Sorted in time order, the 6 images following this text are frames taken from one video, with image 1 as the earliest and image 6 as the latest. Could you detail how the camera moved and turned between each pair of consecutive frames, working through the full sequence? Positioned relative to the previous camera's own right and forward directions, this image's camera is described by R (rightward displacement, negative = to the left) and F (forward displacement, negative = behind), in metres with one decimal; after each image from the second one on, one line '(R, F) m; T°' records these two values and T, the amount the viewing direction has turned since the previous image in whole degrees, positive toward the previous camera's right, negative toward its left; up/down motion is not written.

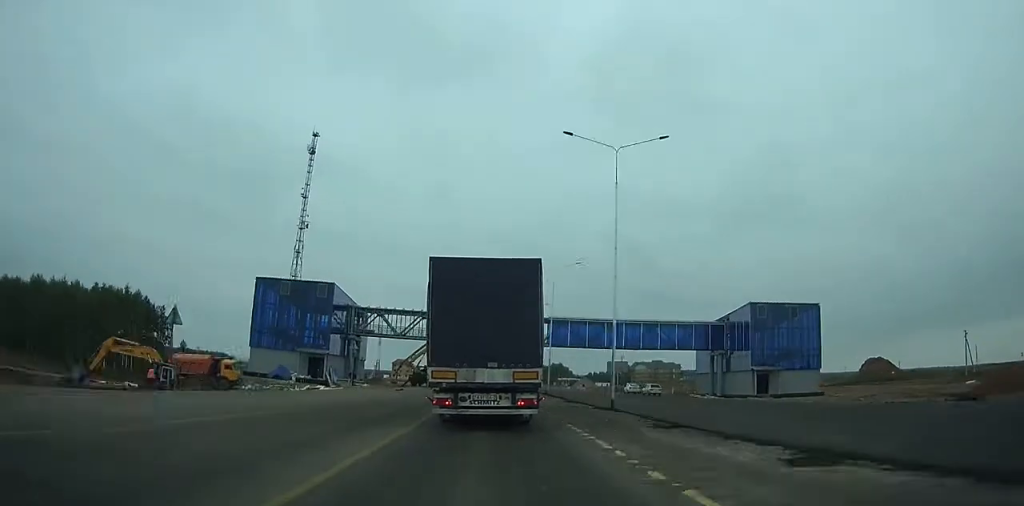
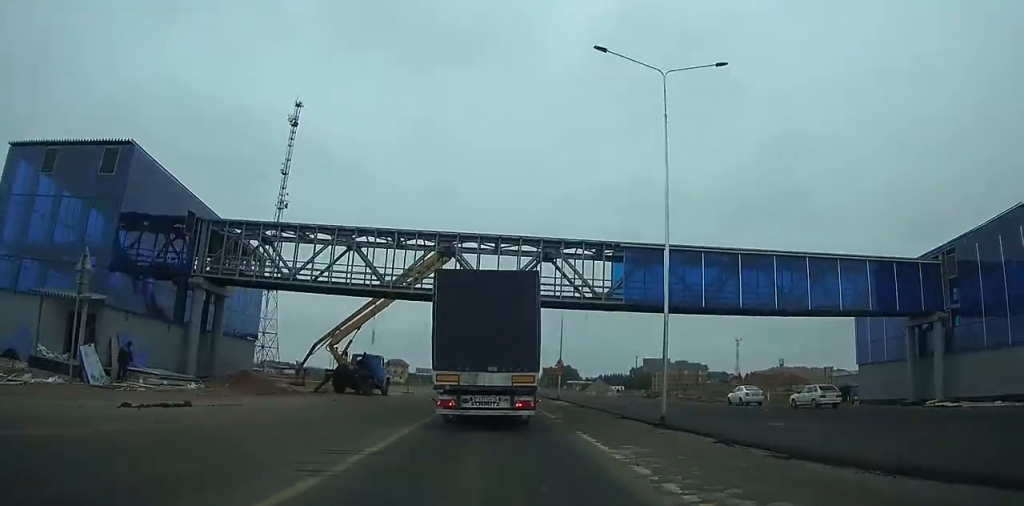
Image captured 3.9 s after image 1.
(0.0, +37.1) m; 0°
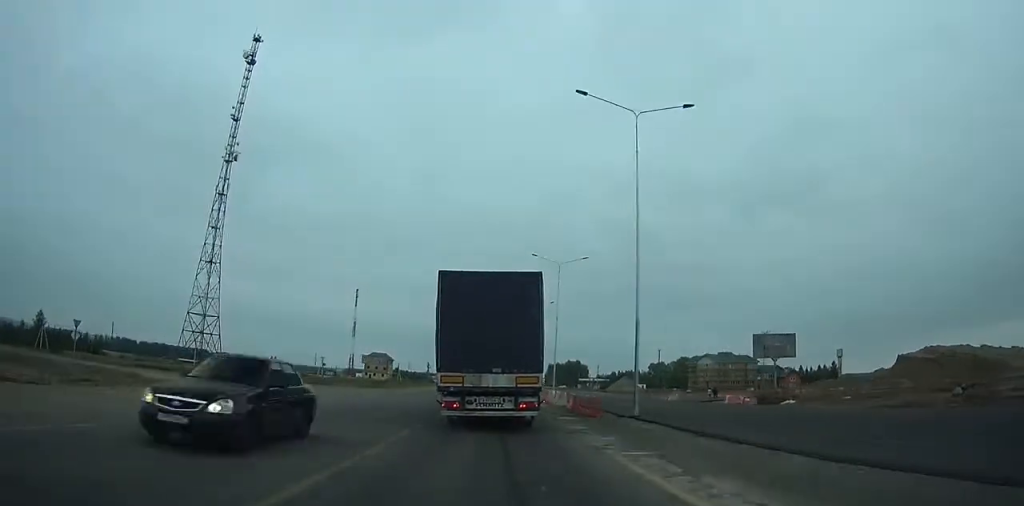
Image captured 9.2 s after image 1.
(-0.5, +54.1) m; -1°
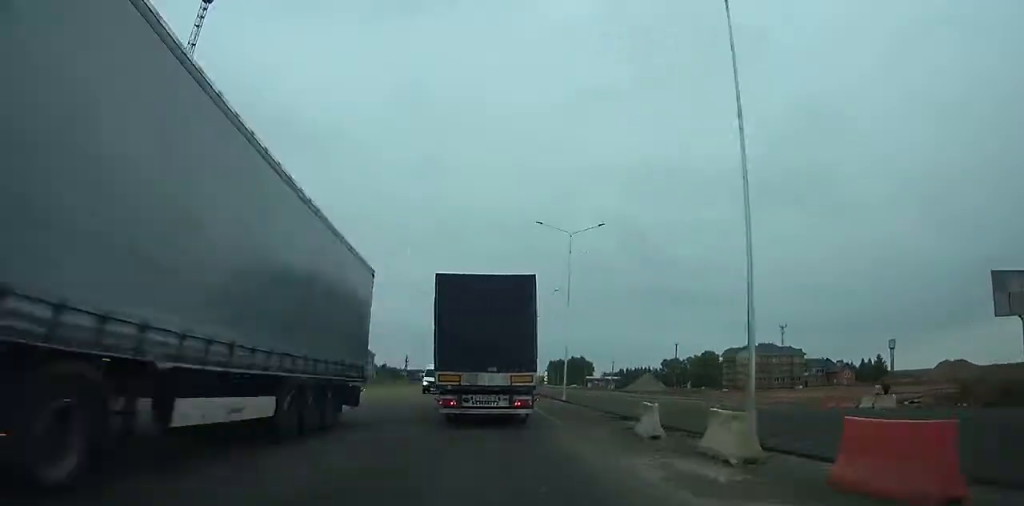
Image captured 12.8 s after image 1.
(+0.1, +39.4) m; +1°
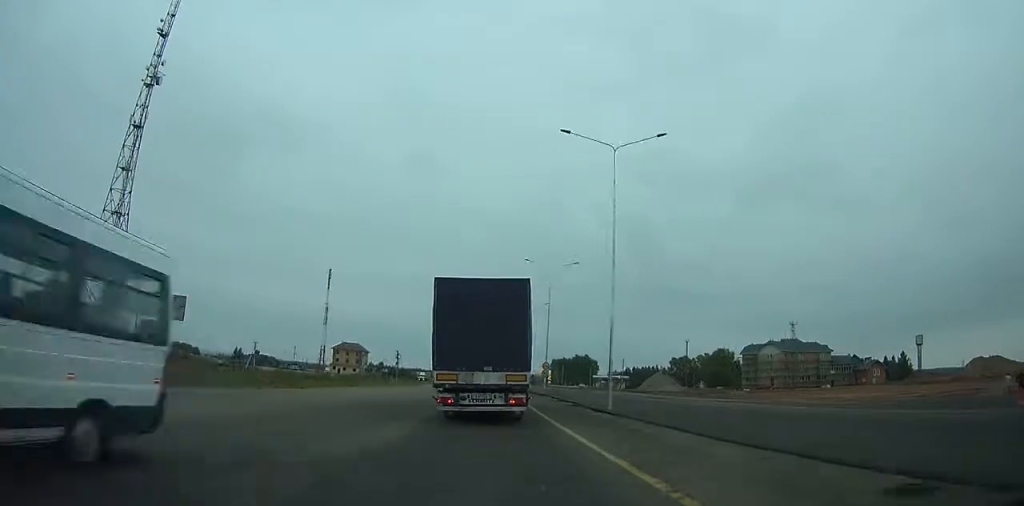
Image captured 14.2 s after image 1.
(0.0, +15.9) m; 0°
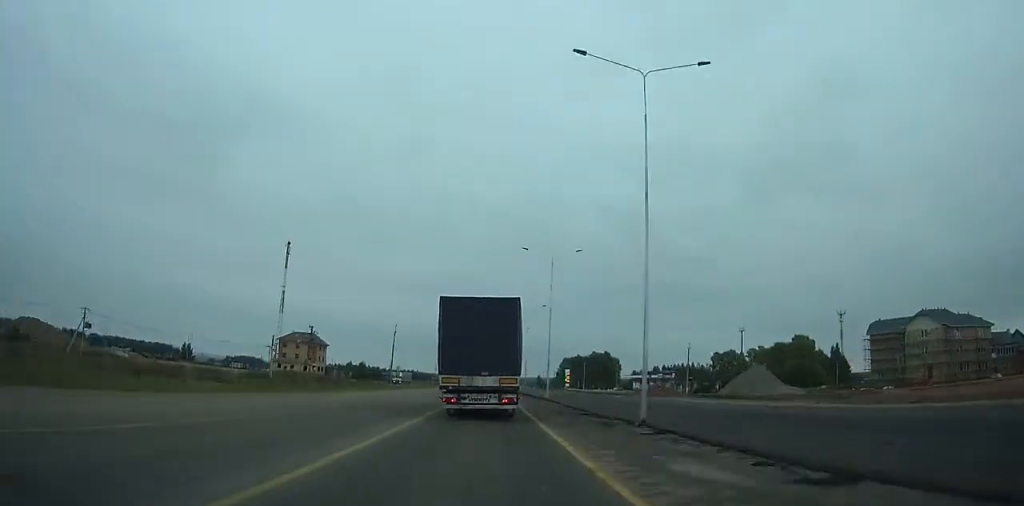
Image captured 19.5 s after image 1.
(+0.1, +65.2) m; 0°
